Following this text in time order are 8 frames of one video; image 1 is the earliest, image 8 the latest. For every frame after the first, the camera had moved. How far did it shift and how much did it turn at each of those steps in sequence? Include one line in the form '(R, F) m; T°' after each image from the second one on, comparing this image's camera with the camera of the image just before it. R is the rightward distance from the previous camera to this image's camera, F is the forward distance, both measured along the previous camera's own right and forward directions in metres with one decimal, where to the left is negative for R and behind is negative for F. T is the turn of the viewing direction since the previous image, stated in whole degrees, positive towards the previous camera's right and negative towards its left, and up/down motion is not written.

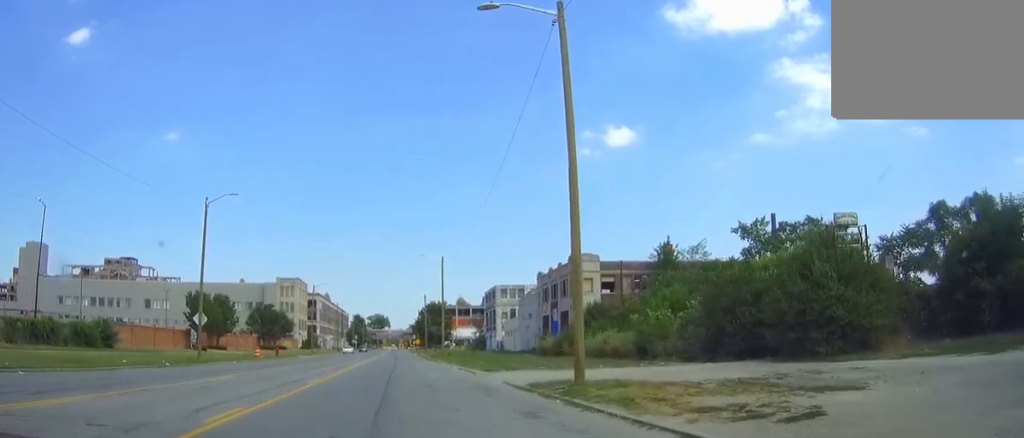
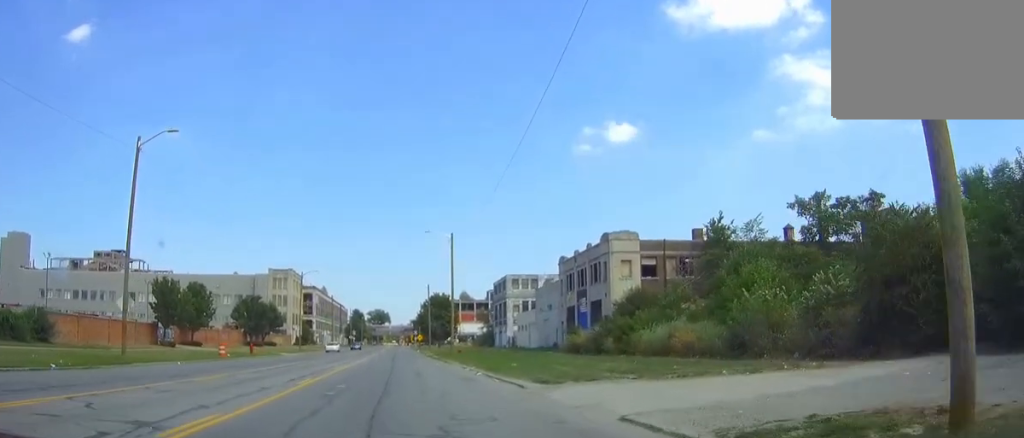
(-0.1, +14.1) m; -1°
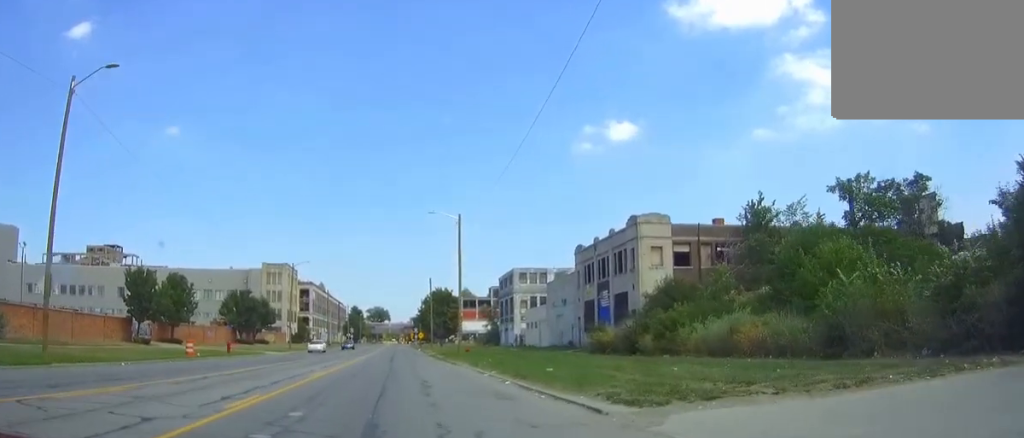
(-0.1, +8.6) m; -1°
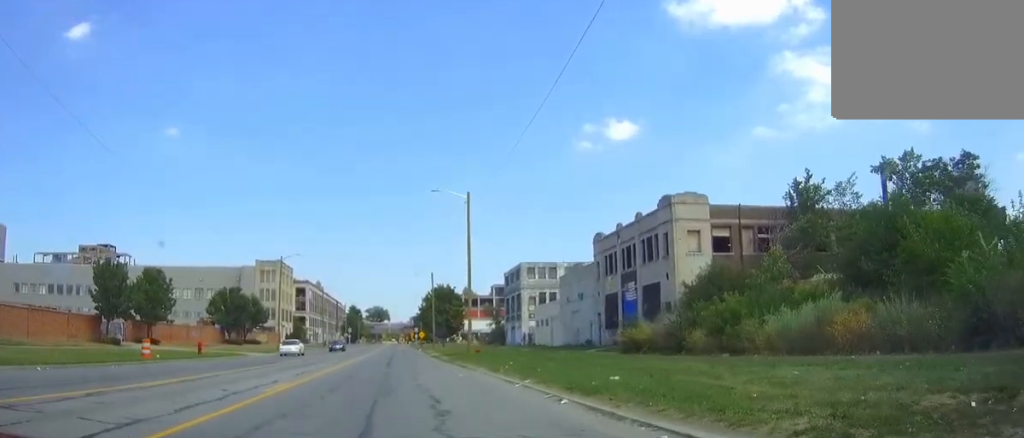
(0.0, +8.0) m; 0°
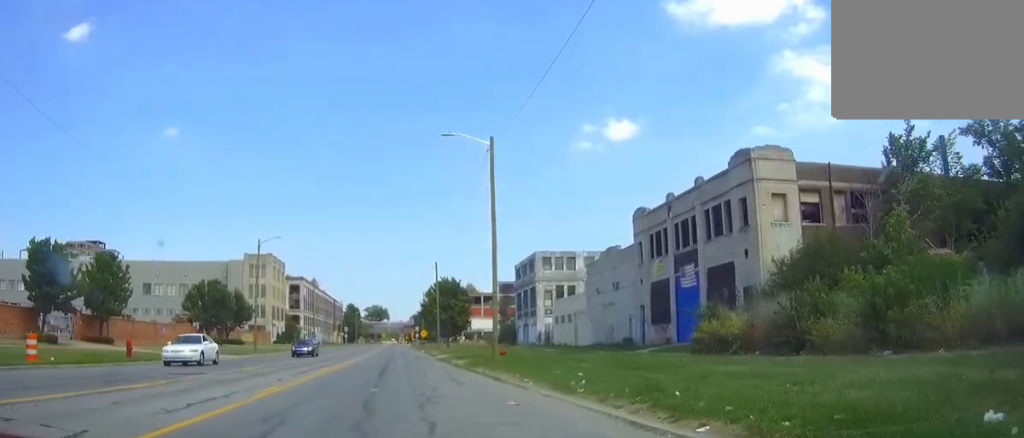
(-0.1, +13.2) m; 0°
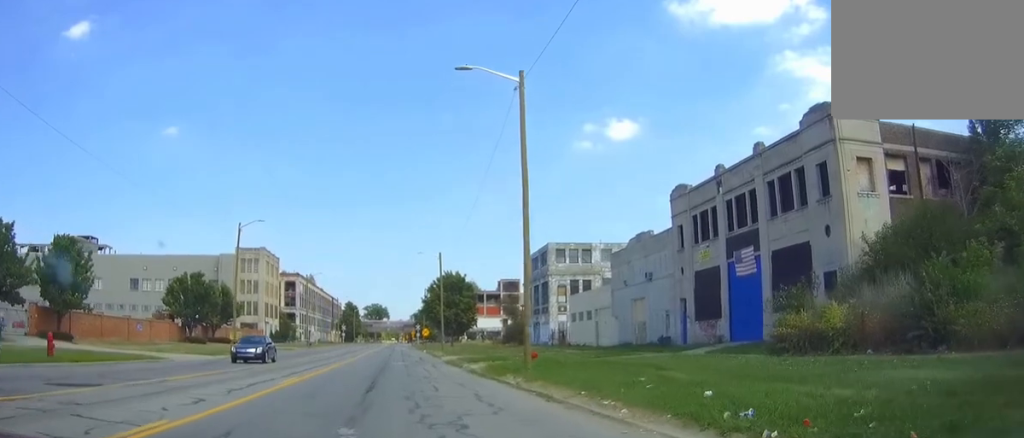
(0.0, +8.6) m; 0°
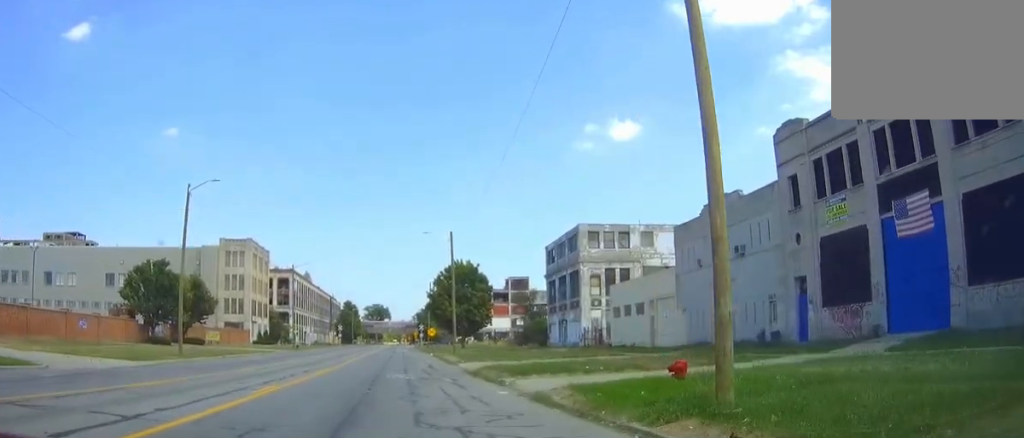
(+0.1, +15.7) m; +1°
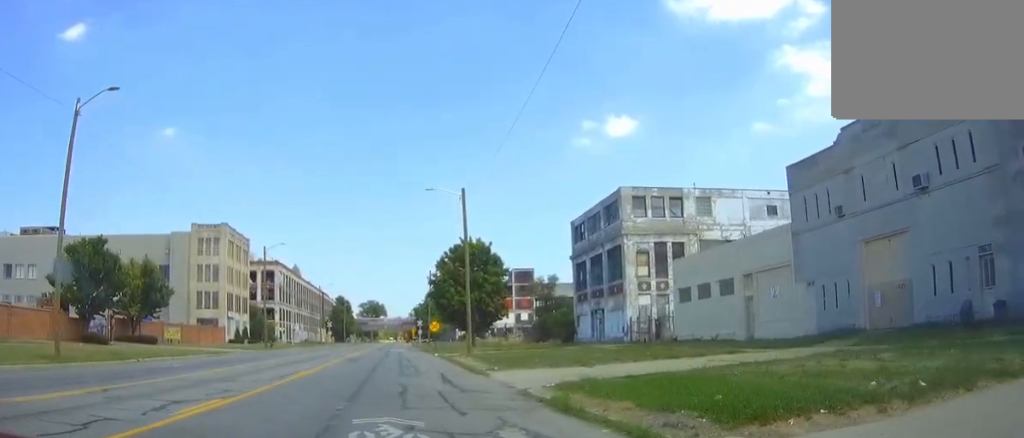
(0.0, +17.1) m; 0°
